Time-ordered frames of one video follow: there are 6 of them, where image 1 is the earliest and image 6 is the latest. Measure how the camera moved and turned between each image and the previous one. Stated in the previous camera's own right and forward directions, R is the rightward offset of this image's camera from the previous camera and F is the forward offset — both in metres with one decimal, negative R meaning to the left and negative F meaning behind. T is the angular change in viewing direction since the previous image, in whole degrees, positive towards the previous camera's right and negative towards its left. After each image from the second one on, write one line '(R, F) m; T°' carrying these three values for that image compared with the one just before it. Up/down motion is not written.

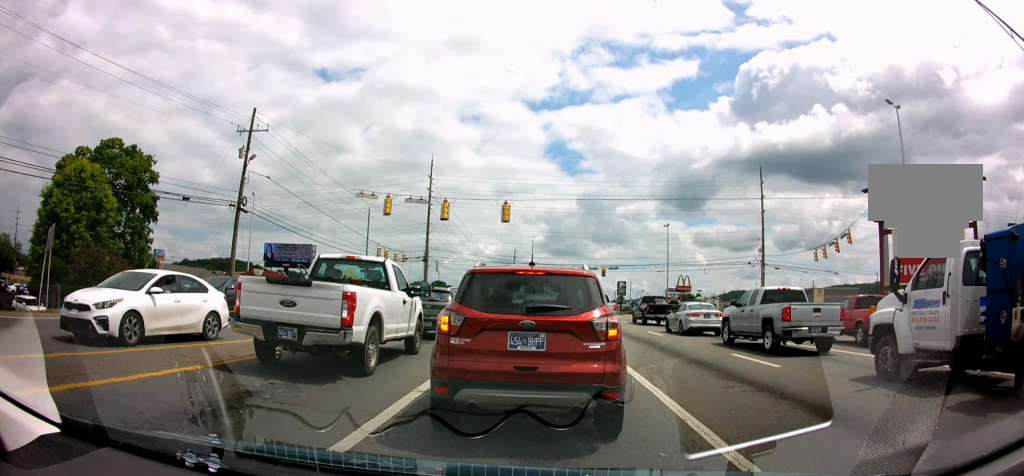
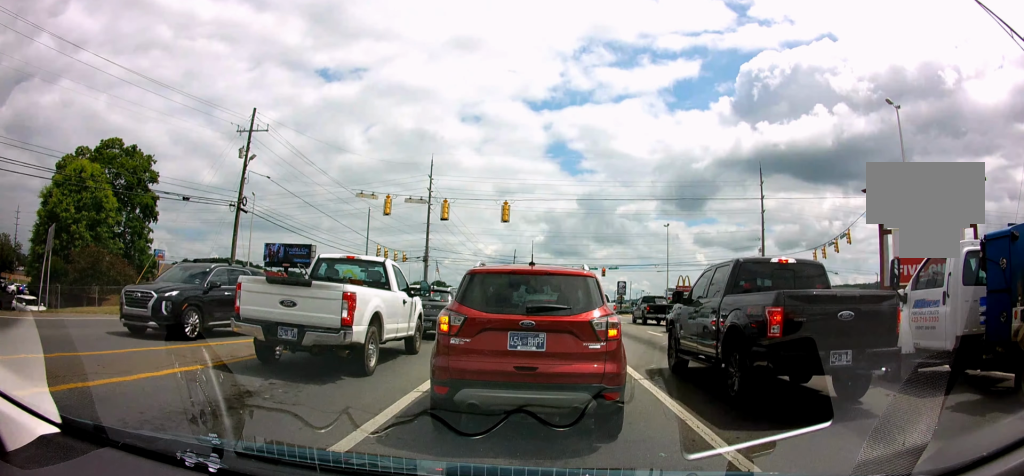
(0.0, 0.0) m; 0°
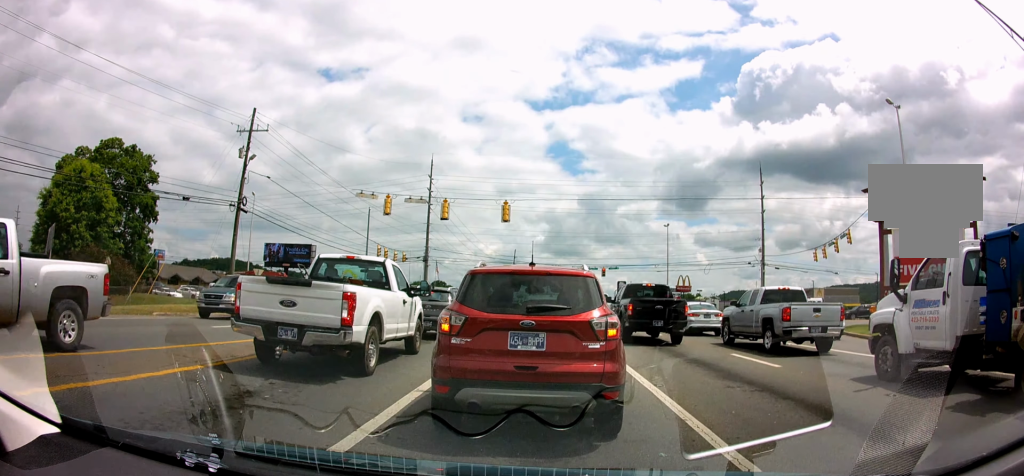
(0.0, 0.0) m; 0°
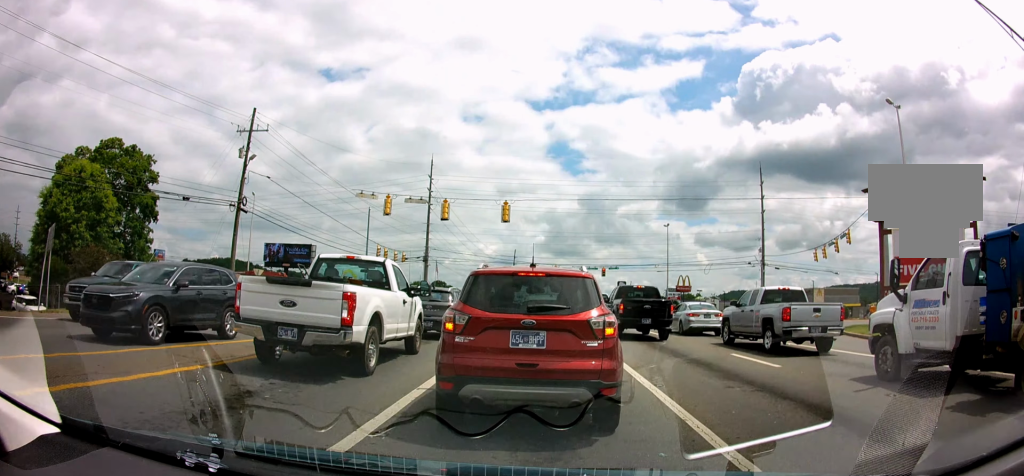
(0.0, 0.0) m; 0°
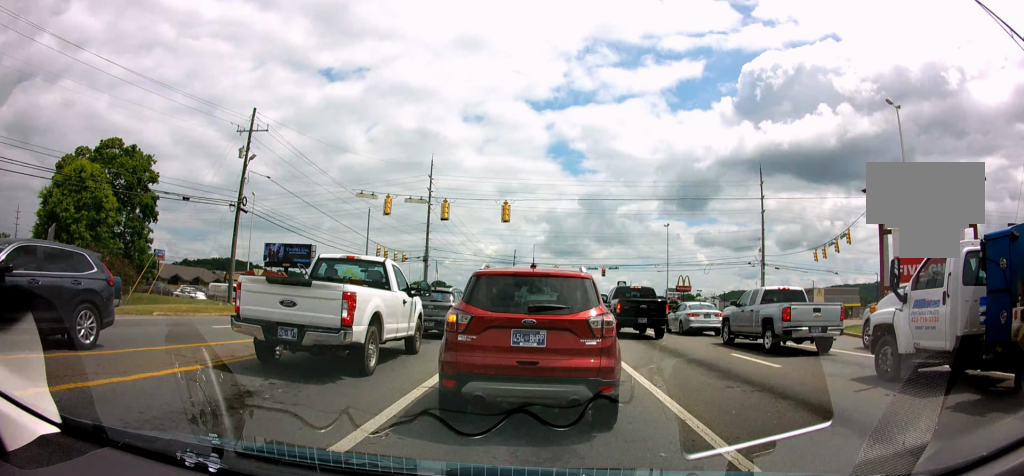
(0.0, 0.0) m; 0°
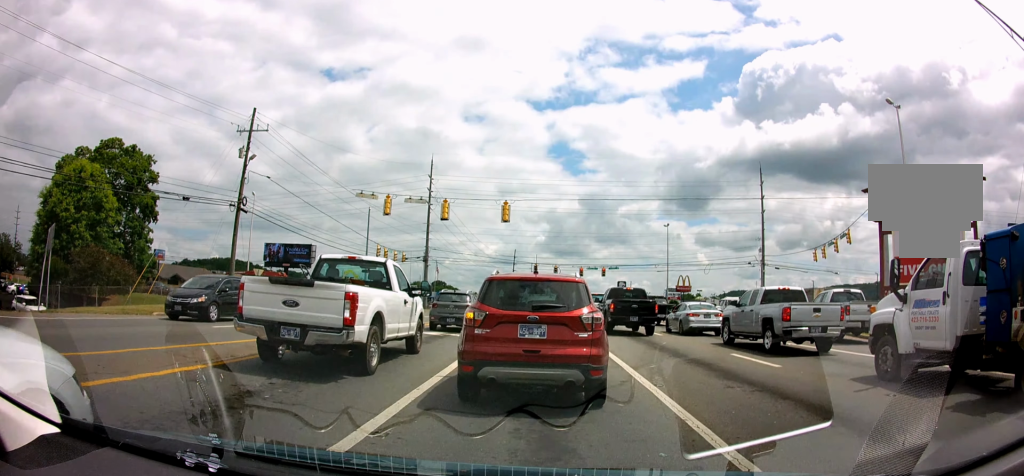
(0.0, 0.0) m; 0°
